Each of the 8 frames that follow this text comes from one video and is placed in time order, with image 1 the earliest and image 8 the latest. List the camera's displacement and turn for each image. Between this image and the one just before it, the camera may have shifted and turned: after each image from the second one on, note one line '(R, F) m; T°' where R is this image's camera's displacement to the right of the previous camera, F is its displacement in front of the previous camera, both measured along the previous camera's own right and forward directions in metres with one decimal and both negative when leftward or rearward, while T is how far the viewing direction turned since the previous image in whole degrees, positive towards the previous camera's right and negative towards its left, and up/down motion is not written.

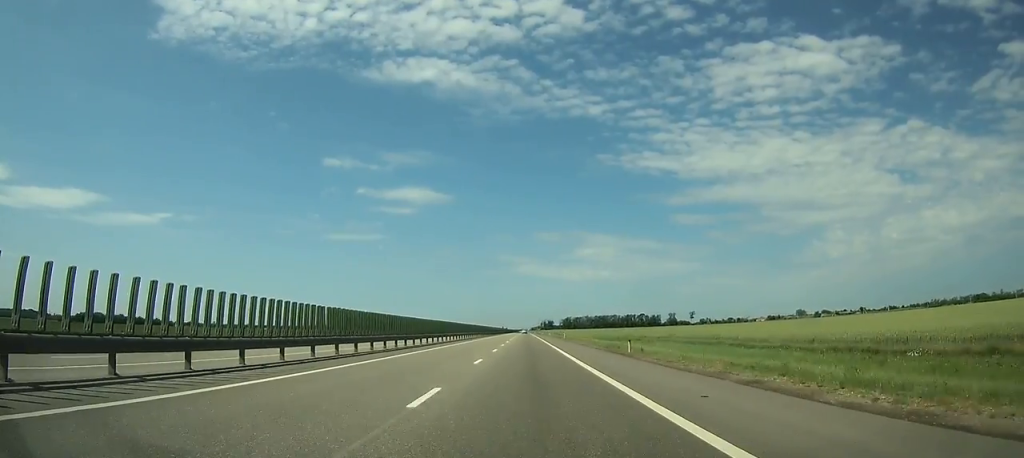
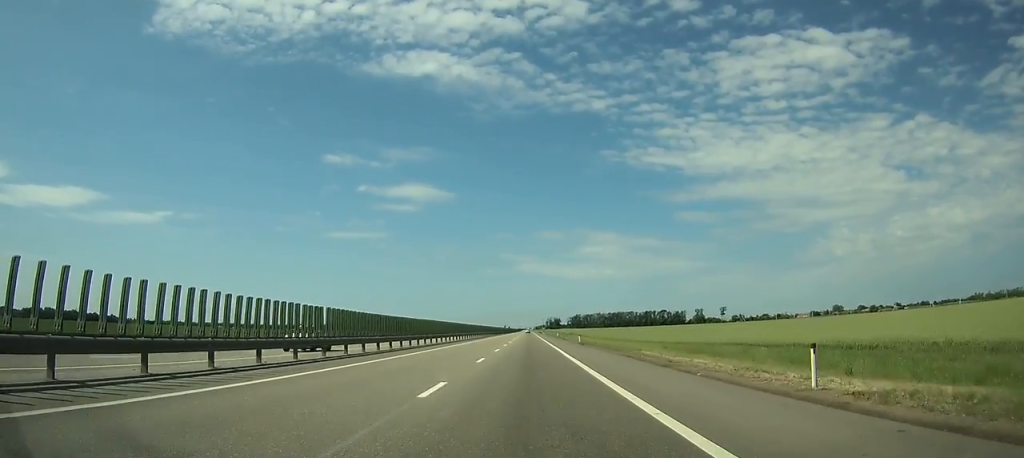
(+0.1, +119.2) m; 0°
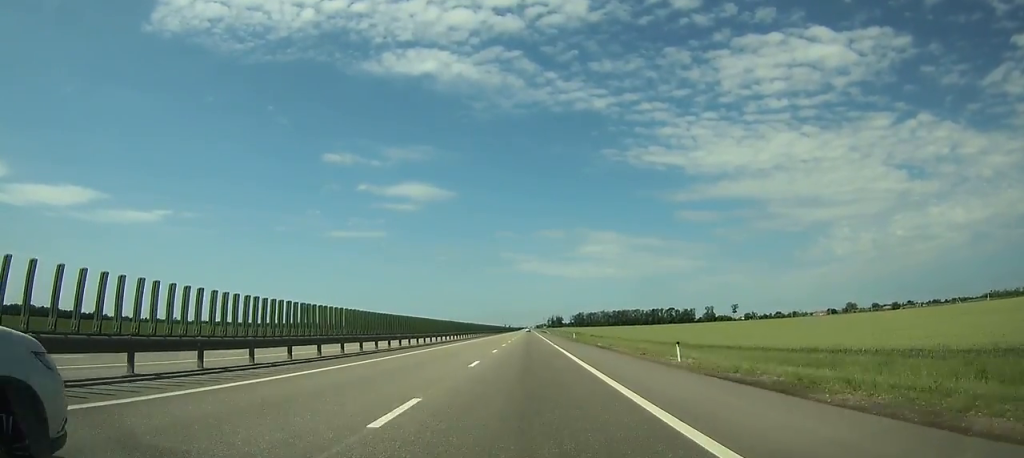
(0.0, +38.5) m; 0°
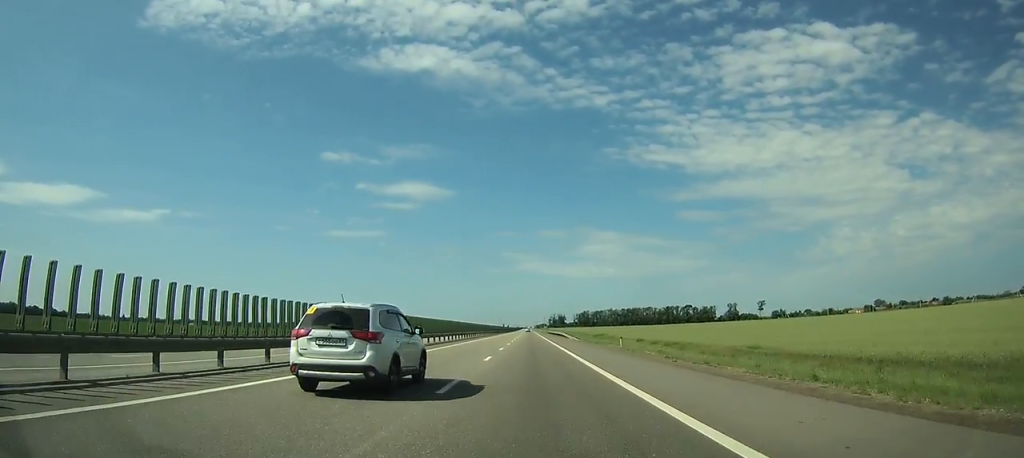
(-0.1, +76.4) m; 0°
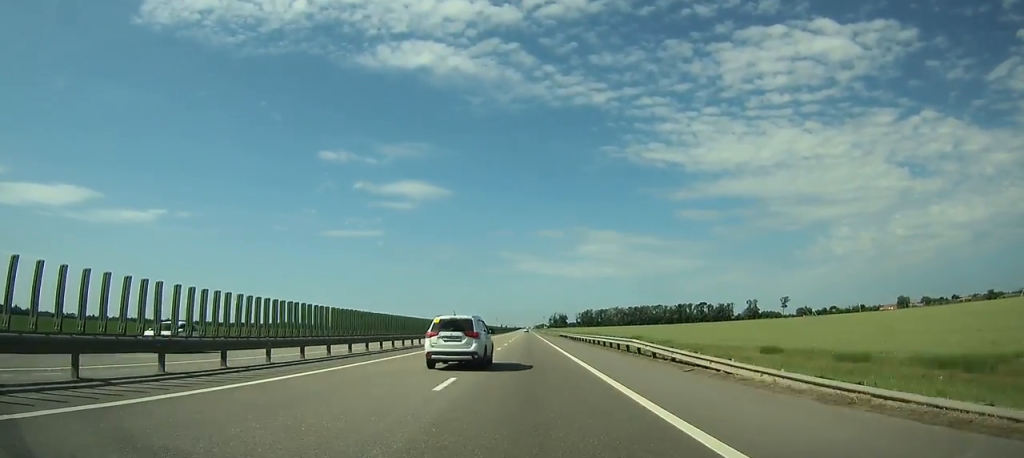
(0.0, +57.3) m; 0°
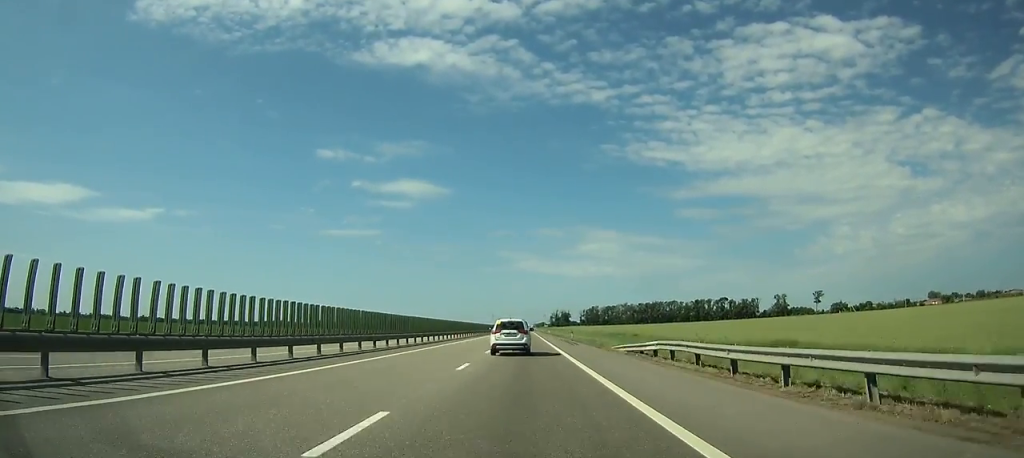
(+0.1, +69.0) m; 0°
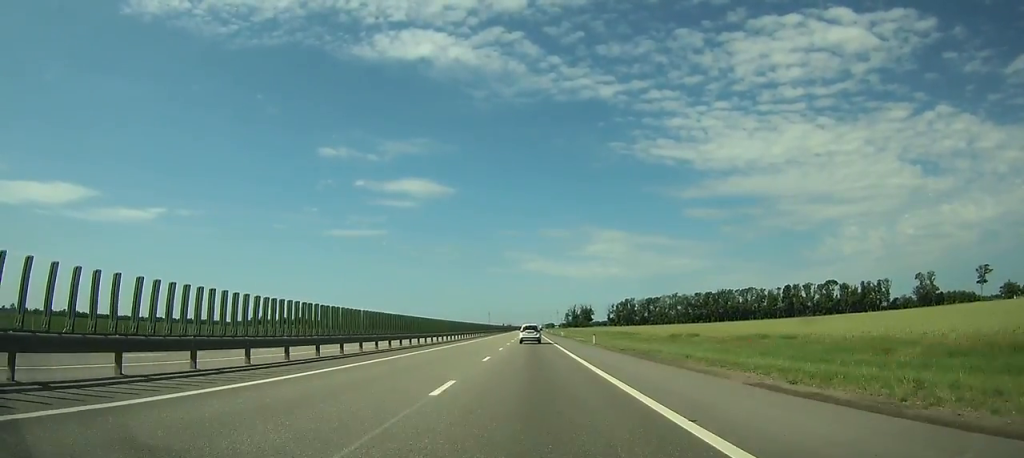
(-0.4, +189.6) m; 0°
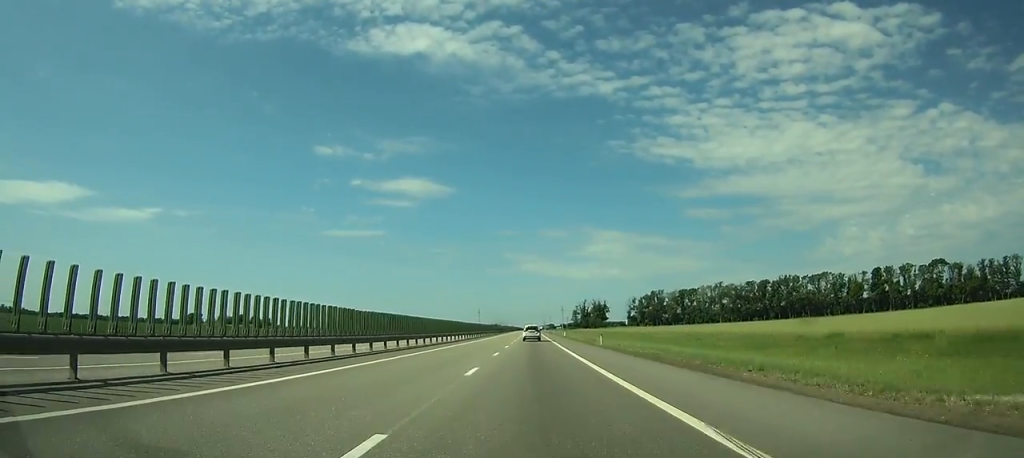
(+0.3, +100.3) m; 0°
